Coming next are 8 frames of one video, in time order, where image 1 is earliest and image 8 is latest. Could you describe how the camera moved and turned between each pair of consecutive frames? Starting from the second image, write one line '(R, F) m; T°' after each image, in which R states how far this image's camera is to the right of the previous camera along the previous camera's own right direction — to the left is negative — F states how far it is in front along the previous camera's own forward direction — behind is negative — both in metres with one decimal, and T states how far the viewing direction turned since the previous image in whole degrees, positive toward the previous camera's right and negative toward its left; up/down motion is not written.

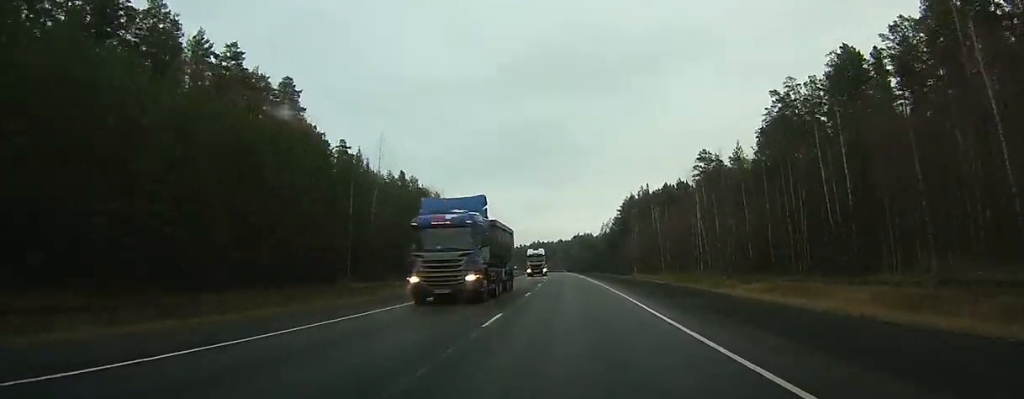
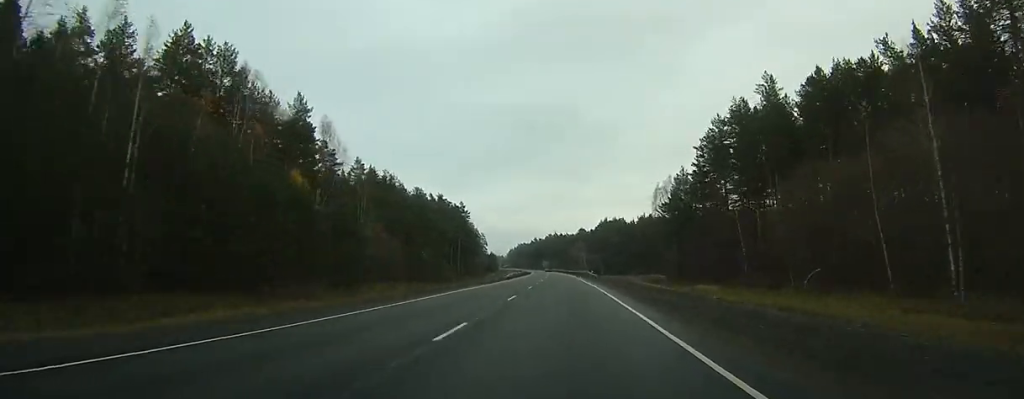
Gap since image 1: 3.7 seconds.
(-0.6, +109.3) m; -2°
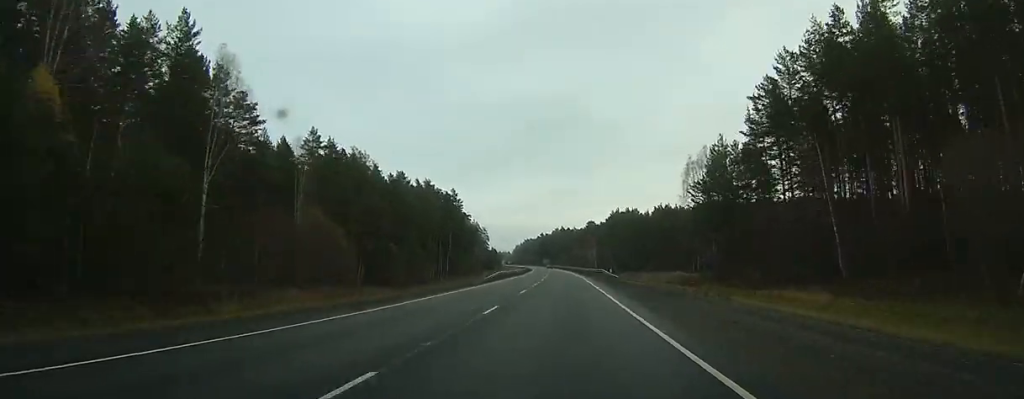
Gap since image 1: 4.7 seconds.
(-0.8, +29.9) m; -1°
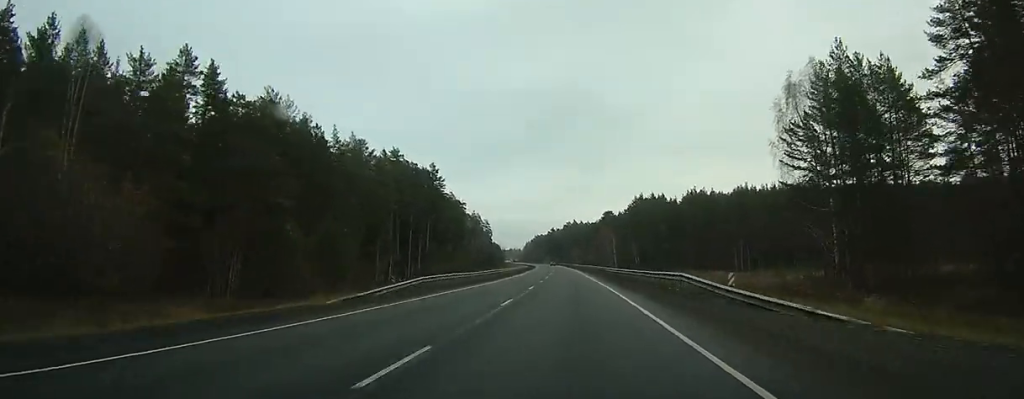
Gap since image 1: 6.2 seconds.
(-0.7, +46.1) m; -1°
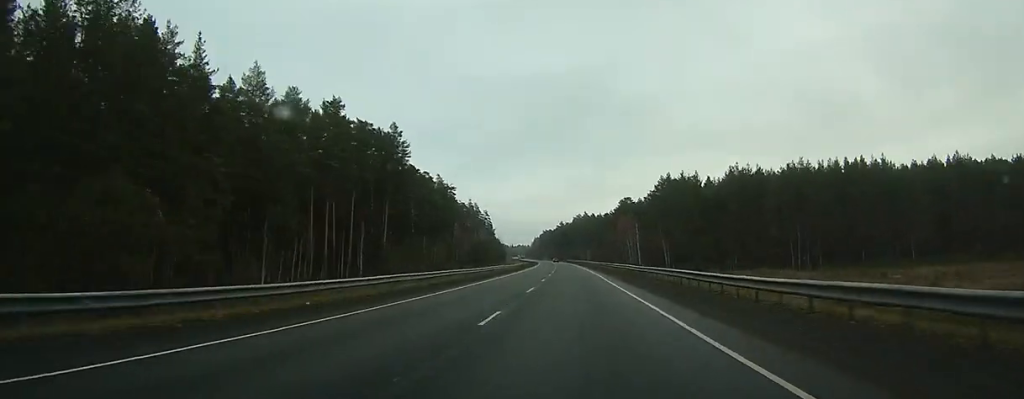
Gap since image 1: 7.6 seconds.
(-0.2, +42.1) m; -1°
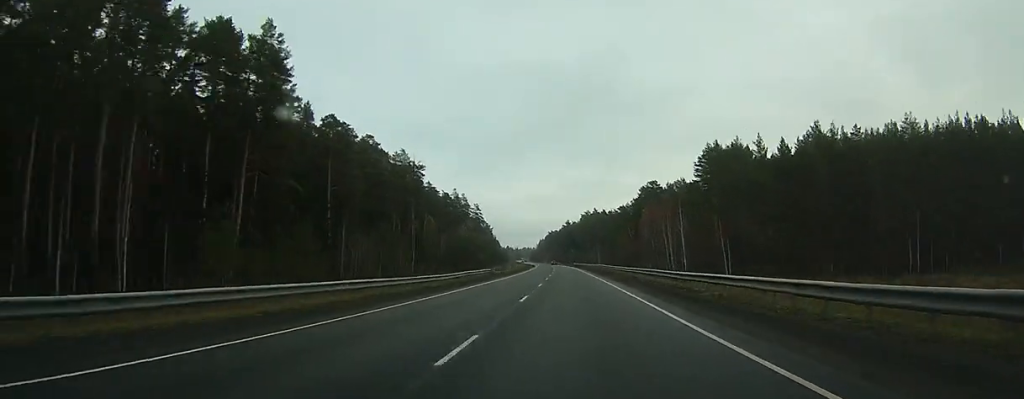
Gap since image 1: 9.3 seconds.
(-0.5, +52.5) m; -1°
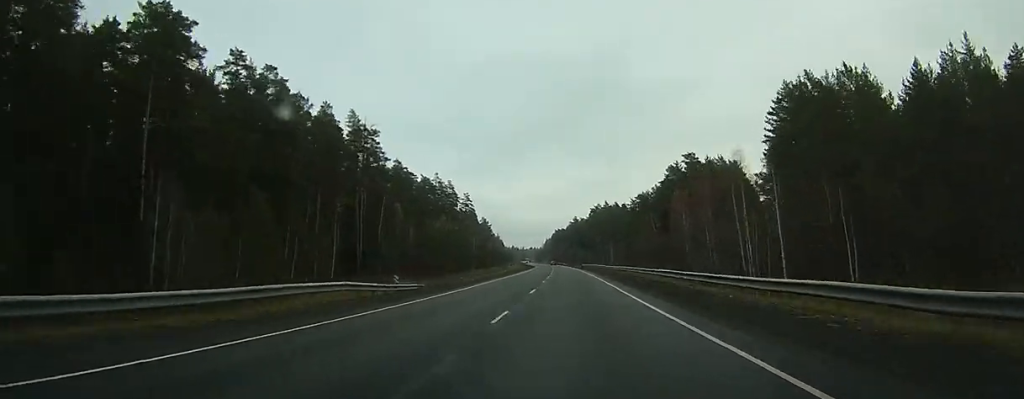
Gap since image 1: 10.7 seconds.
(-0.2, +42.6) m; -1°
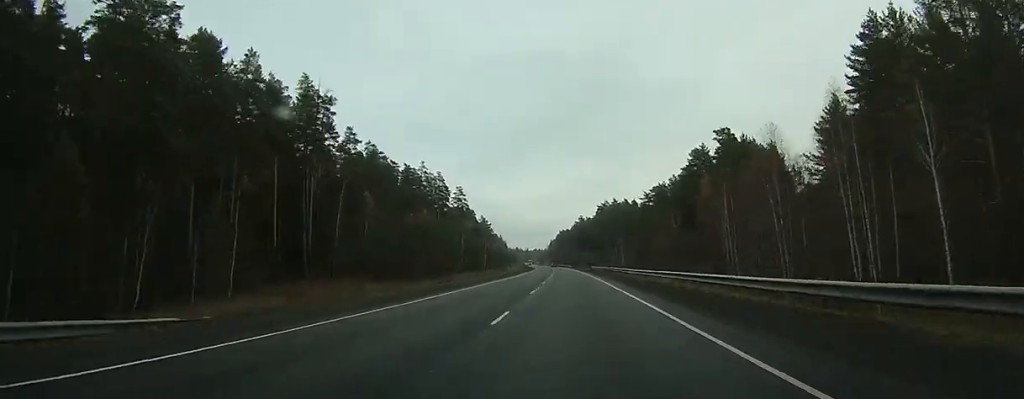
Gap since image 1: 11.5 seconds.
(+0.1, +24.4) m; 0°
